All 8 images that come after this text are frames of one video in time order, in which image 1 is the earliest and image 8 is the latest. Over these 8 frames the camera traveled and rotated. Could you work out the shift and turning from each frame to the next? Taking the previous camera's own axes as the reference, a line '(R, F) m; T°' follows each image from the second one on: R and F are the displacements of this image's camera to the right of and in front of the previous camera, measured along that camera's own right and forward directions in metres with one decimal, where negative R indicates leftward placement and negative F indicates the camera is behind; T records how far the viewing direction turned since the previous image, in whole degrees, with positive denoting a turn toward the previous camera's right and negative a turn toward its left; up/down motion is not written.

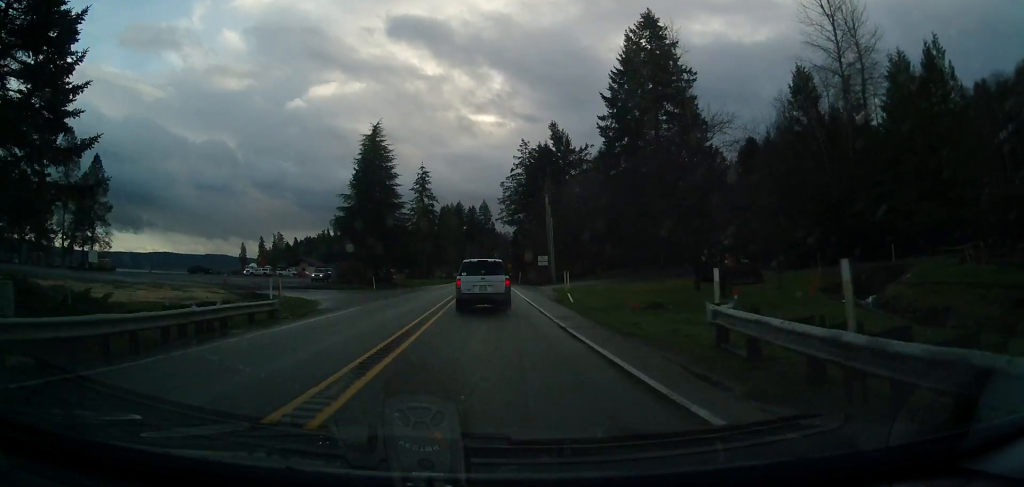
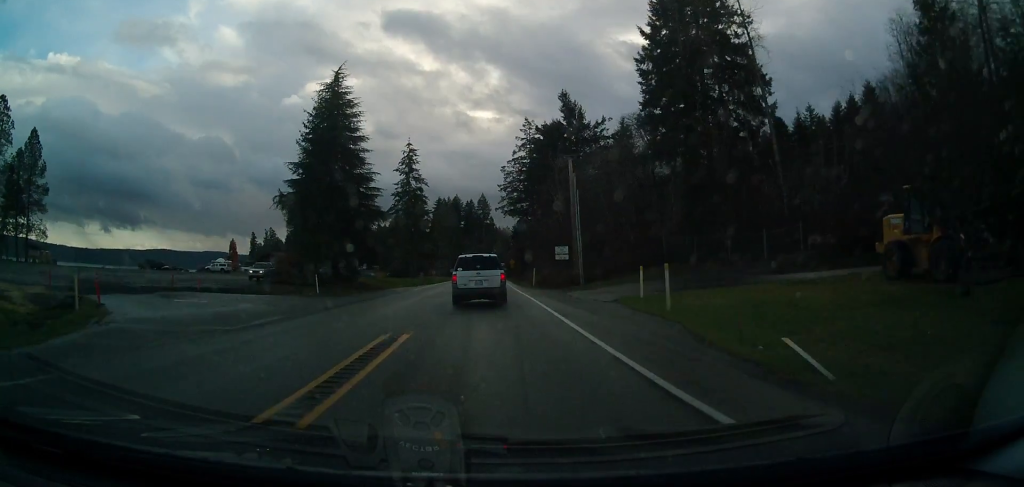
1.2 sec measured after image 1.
(+0.6, +21.2) m; +1°
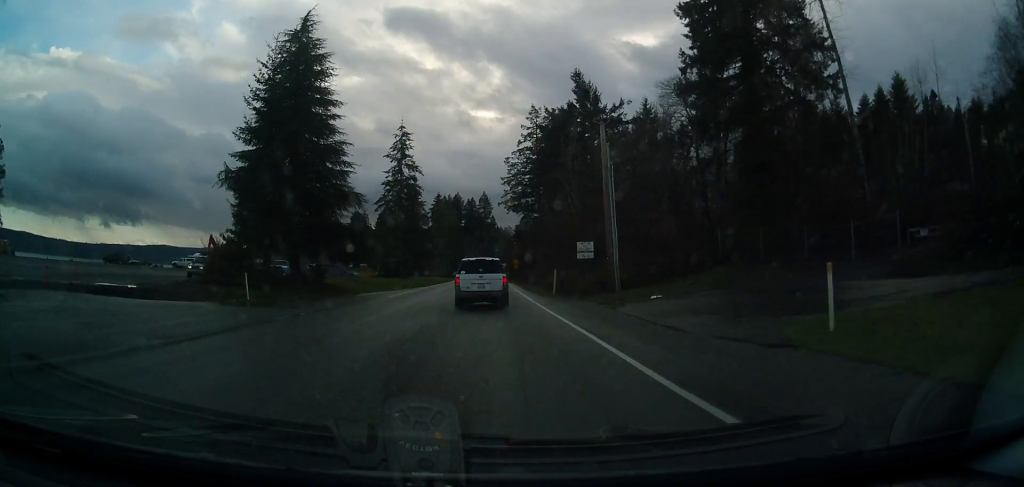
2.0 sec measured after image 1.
(-0.1, +13.1) m; 0°
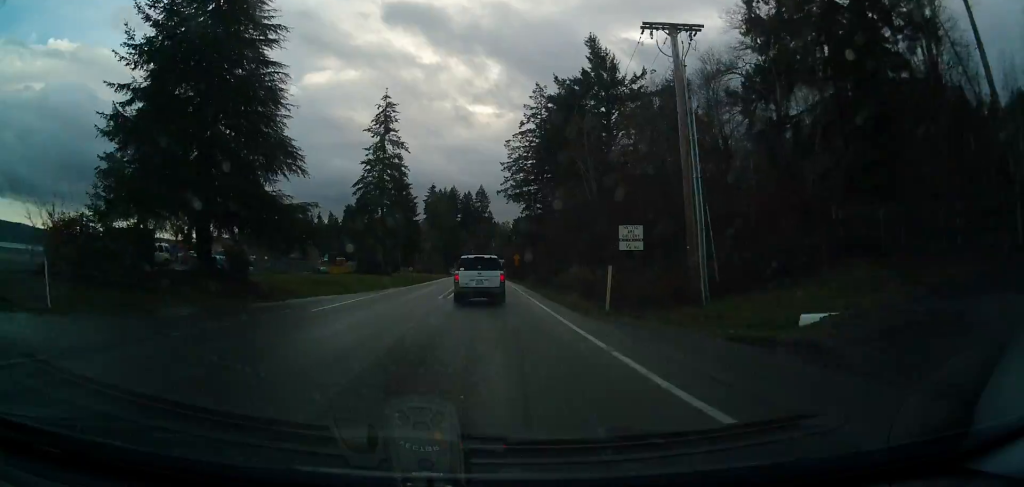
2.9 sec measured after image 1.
(0.0, +15.4) m; 0°
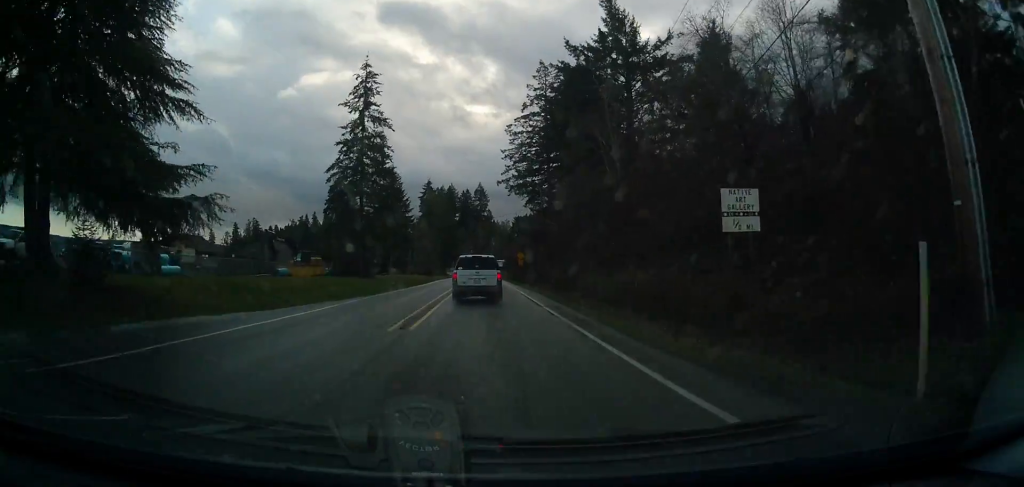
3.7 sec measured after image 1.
(0.0, +13.8) m; 0°
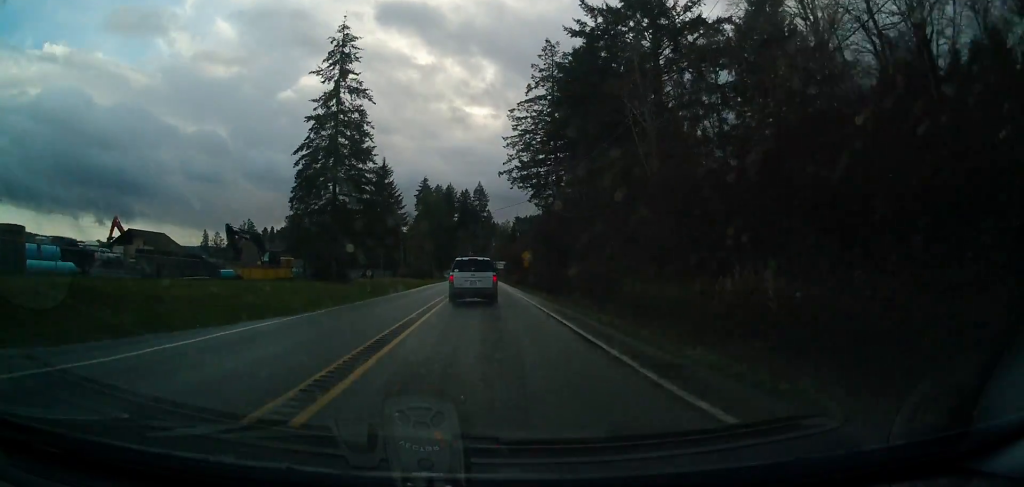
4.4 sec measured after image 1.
(0.0, +12.2) m; 0°
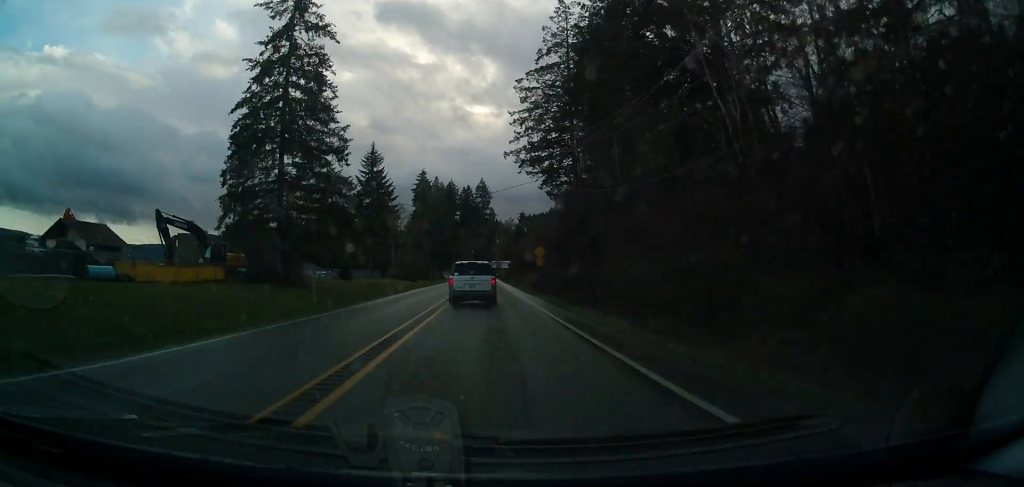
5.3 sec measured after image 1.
(+0.1, +15.7) m; 0°
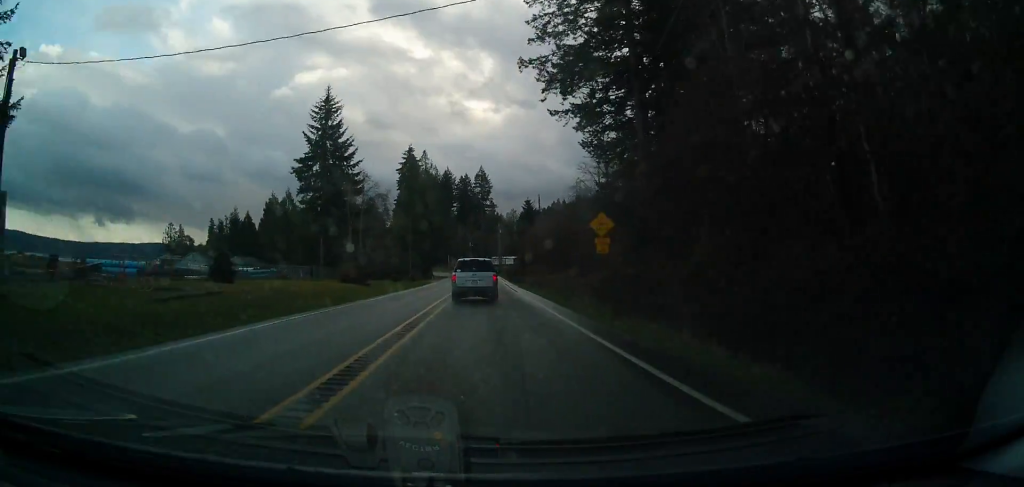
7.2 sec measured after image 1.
(0.0, +33.7) m; 0°
